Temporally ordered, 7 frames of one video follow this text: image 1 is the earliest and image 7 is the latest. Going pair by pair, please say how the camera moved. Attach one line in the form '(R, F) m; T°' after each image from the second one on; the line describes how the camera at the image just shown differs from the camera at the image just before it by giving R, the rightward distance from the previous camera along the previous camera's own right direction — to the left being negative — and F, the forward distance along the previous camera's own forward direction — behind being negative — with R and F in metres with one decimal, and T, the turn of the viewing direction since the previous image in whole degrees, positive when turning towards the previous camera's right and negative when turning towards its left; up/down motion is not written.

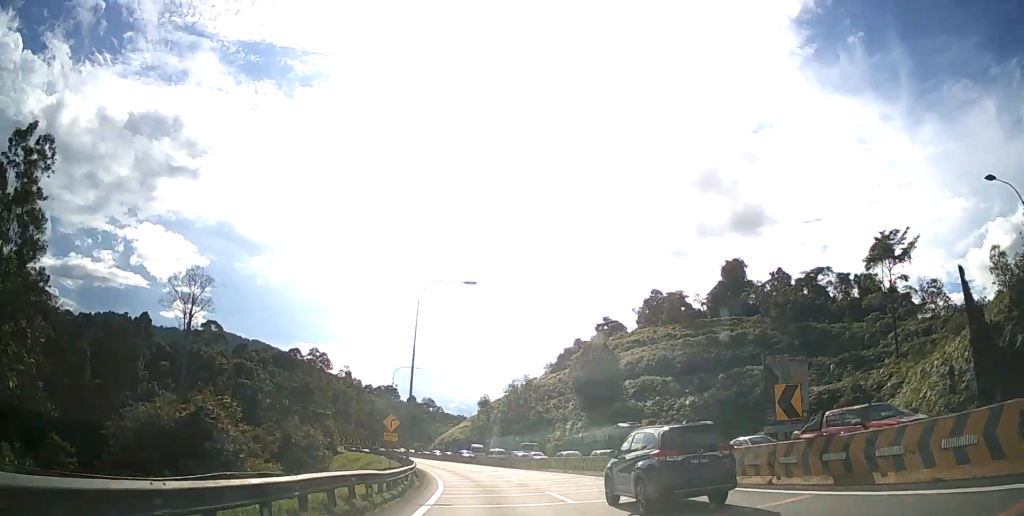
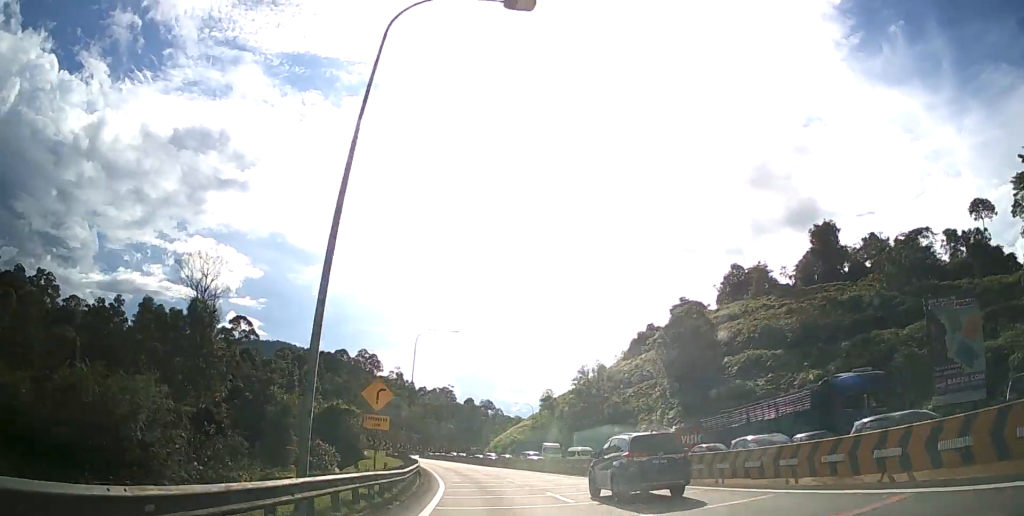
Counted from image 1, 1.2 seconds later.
(-1.2, +23.2) m; -7°
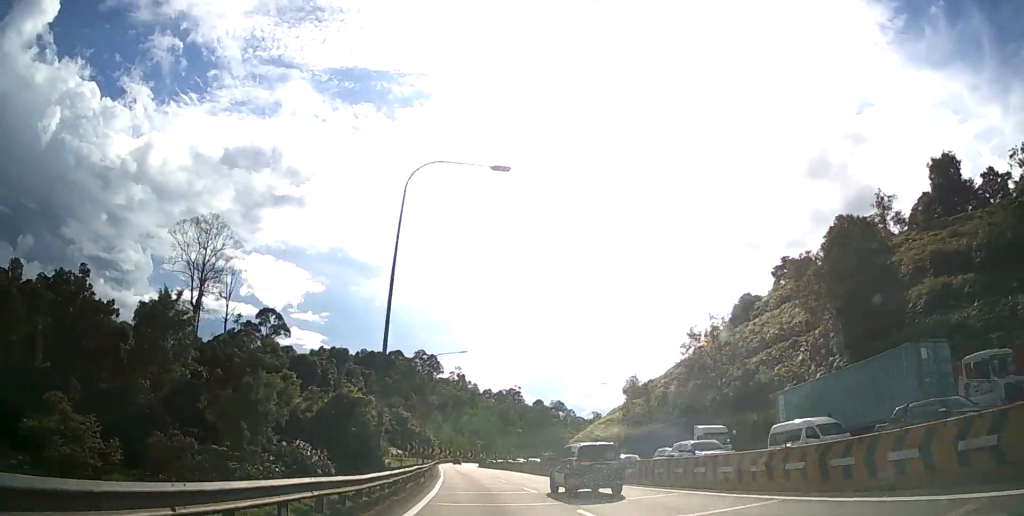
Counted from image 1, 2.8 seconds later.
(-2.2, +29.9) m; -8°
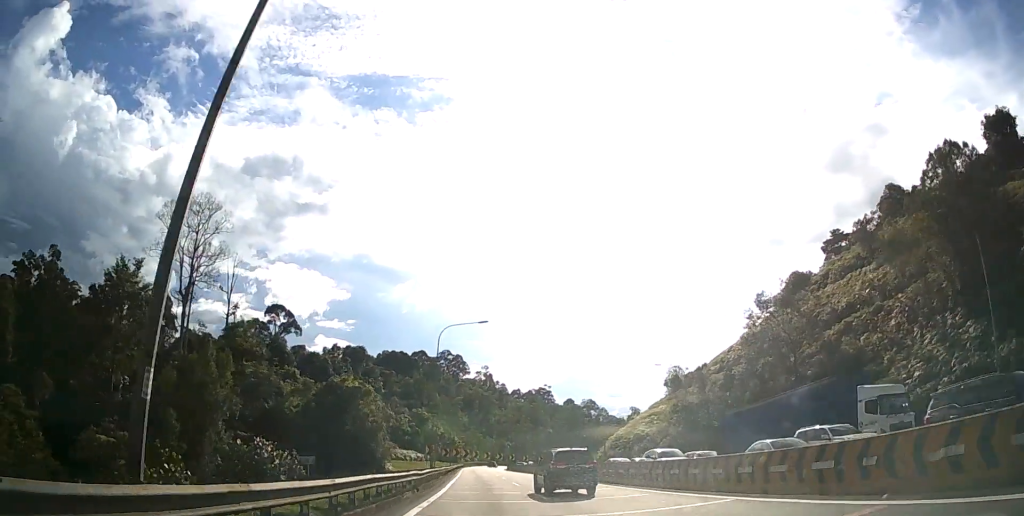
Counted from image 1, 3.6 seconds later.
(-0.3, +14.1) m; -4°
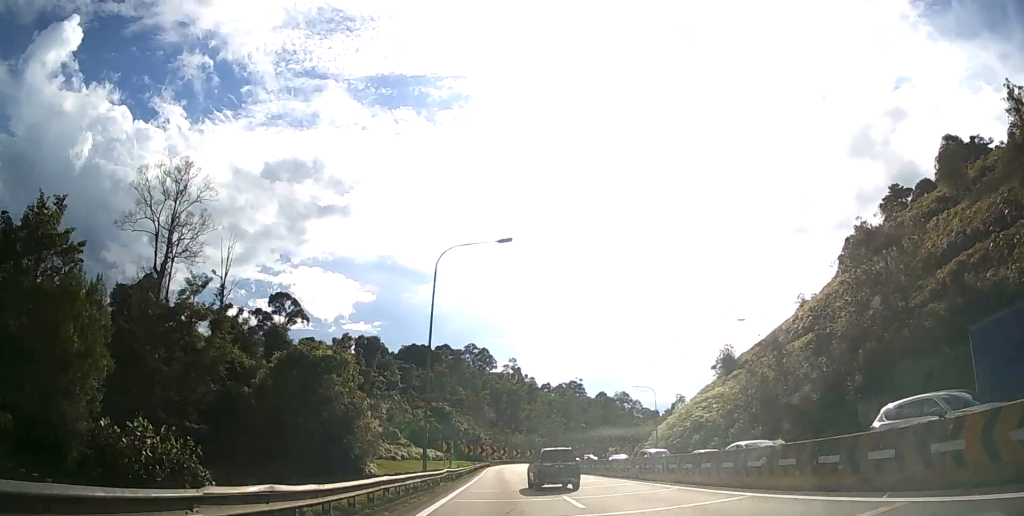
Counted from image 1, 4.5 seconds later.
(-0.6, +16.3) m; -3°
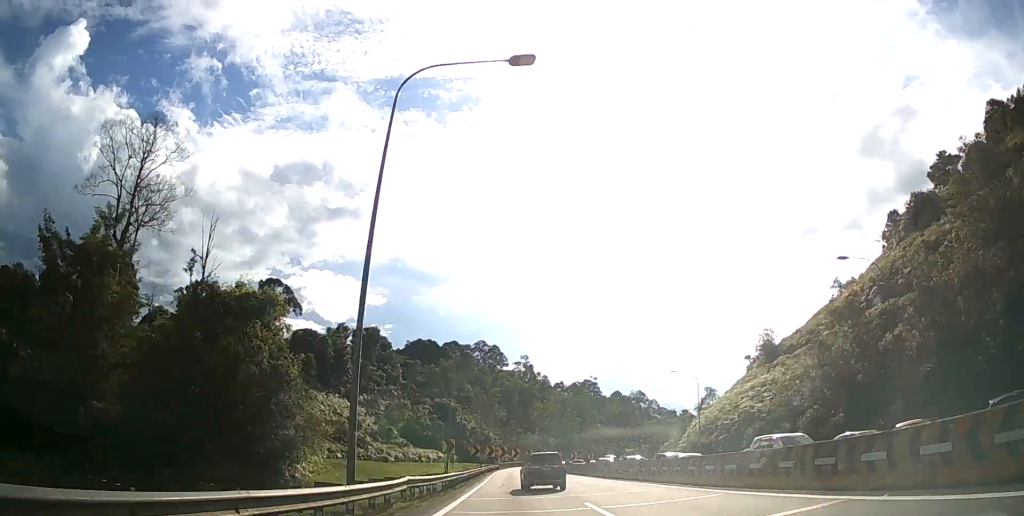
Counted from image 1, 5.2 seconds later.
(-0.4, +14.5) m; -2°
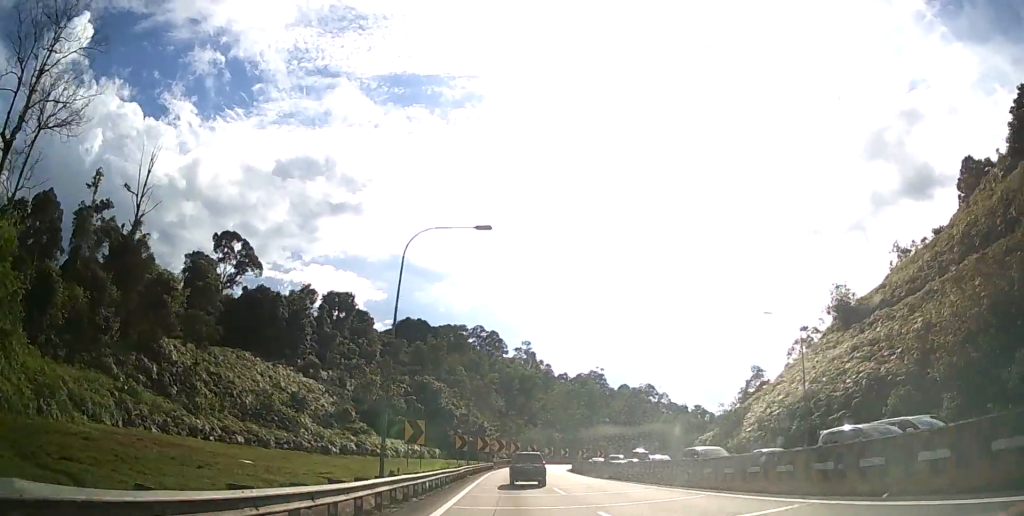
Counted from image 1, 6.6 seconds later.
(-0.5, +26.4) m; -1°
